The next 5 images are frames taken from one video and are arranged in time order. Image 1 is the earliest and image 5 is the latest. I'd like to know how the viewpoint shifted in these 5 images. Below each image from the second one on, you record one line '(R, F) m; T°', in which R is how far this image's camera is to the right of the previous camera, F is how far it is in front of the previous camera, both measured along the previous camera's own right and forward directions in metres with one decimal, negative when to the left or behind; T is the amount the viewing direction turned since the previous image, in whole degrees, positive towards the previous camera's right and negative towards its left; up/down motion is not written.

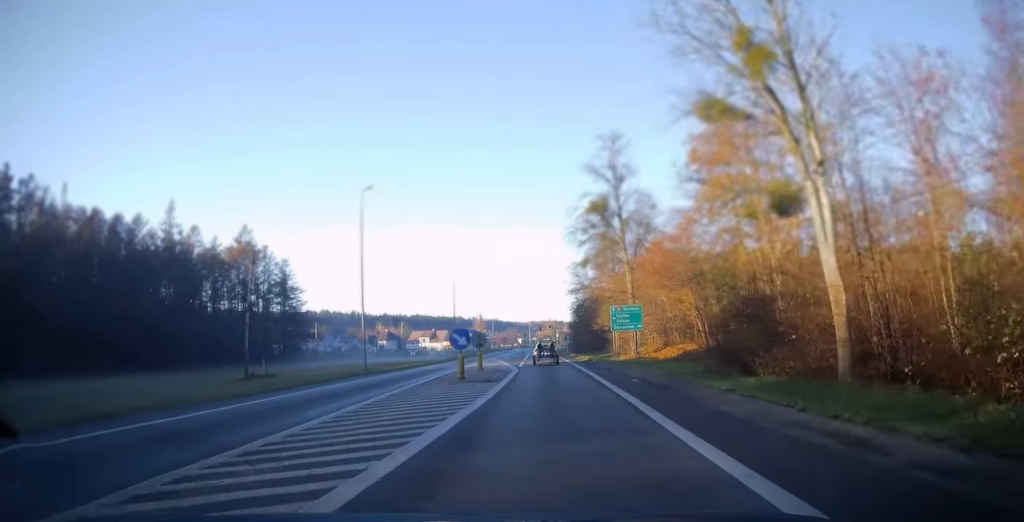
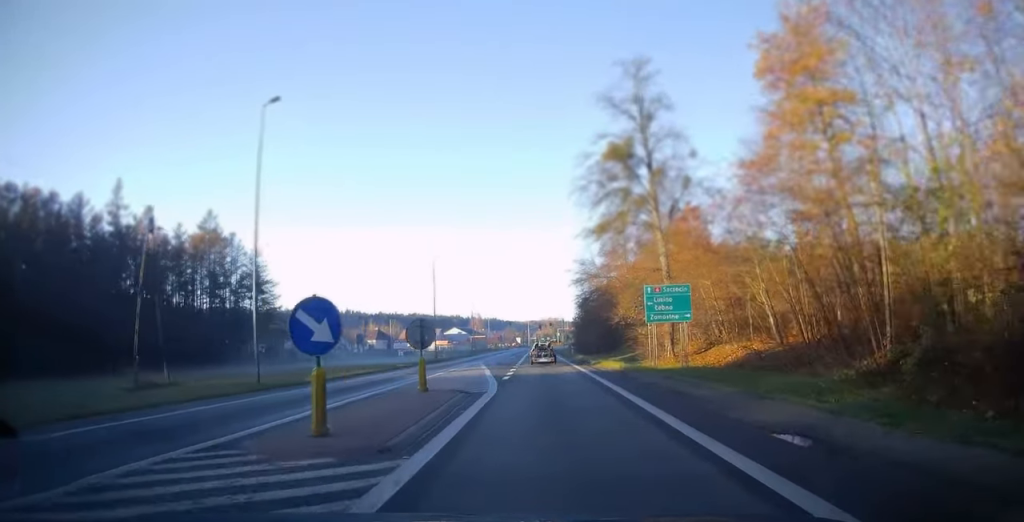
(-0.2, +14.6) m; -1°
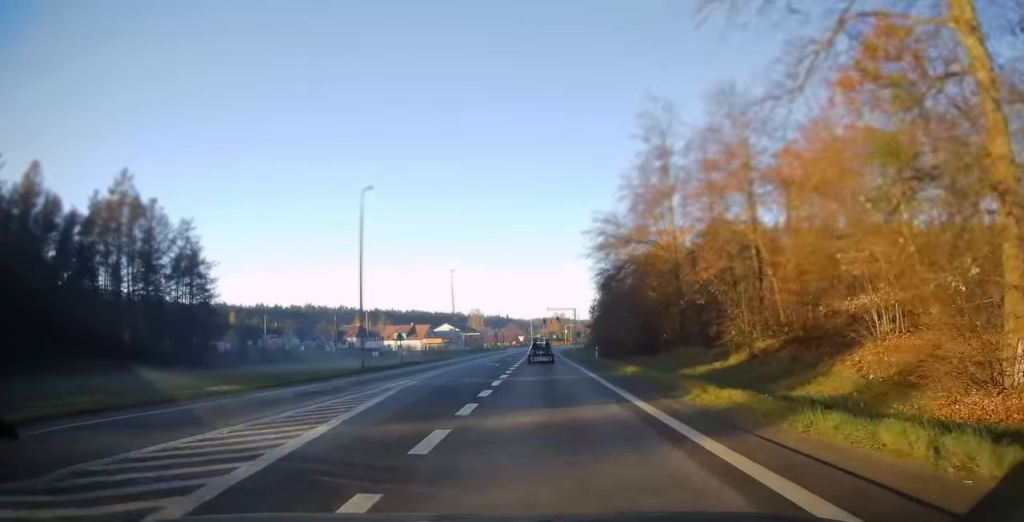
(0.0, +27.8) m; 0°
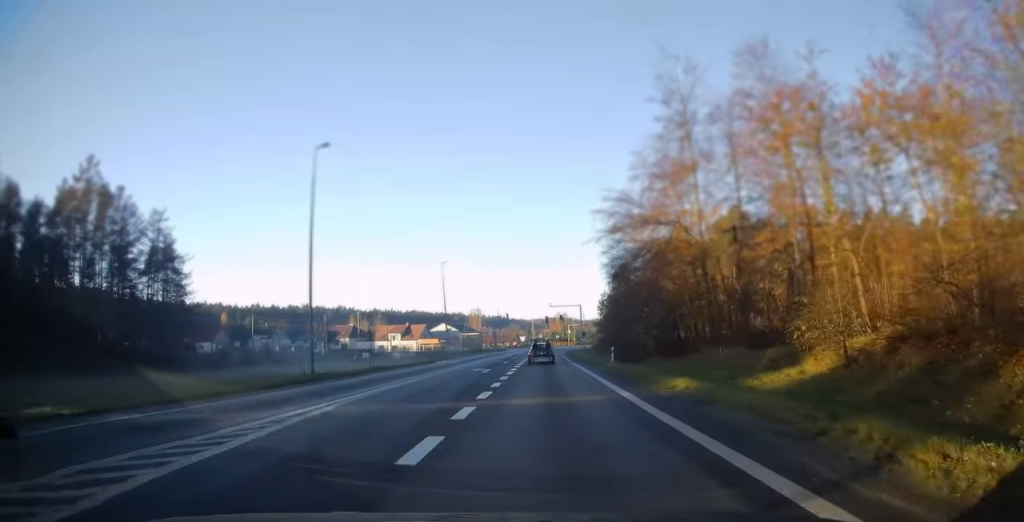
(0.0, +8.6) m; 0°
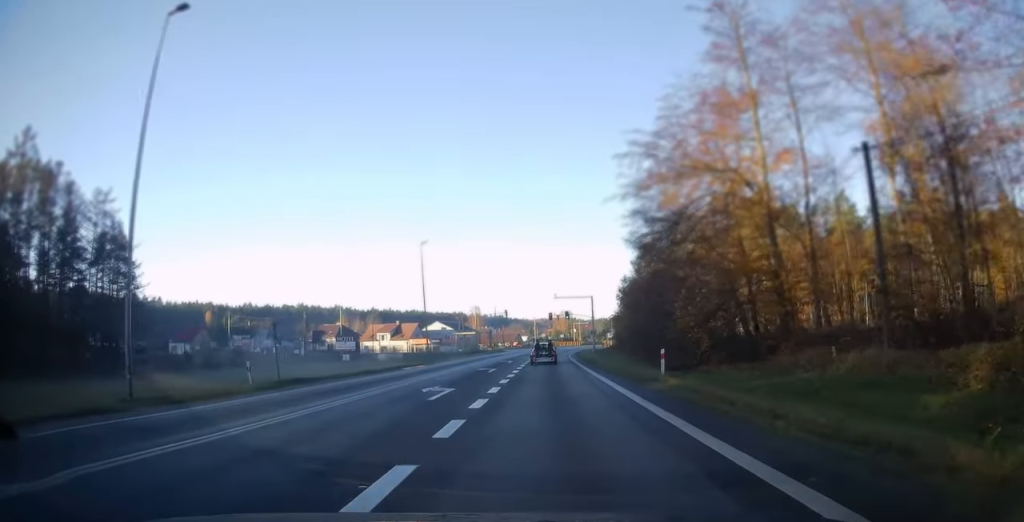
(0.0, +14.0) m; 0°
